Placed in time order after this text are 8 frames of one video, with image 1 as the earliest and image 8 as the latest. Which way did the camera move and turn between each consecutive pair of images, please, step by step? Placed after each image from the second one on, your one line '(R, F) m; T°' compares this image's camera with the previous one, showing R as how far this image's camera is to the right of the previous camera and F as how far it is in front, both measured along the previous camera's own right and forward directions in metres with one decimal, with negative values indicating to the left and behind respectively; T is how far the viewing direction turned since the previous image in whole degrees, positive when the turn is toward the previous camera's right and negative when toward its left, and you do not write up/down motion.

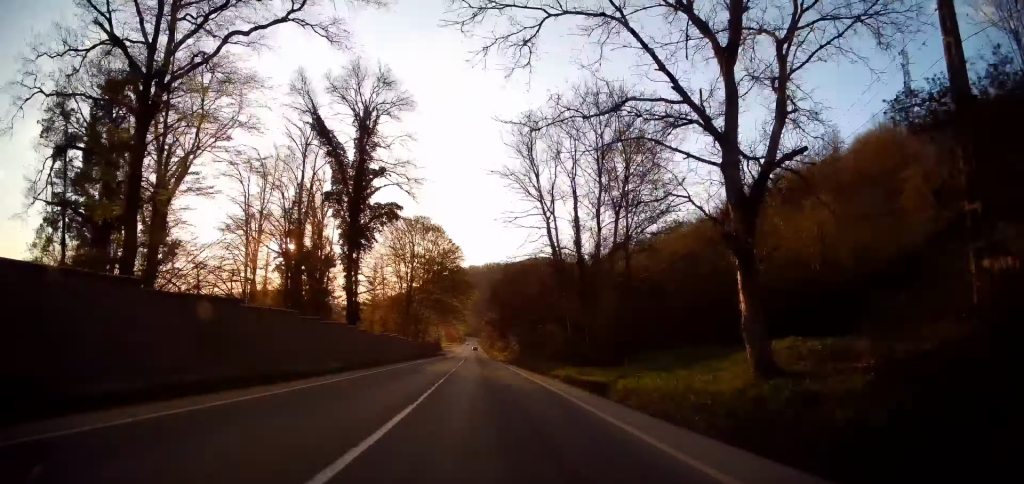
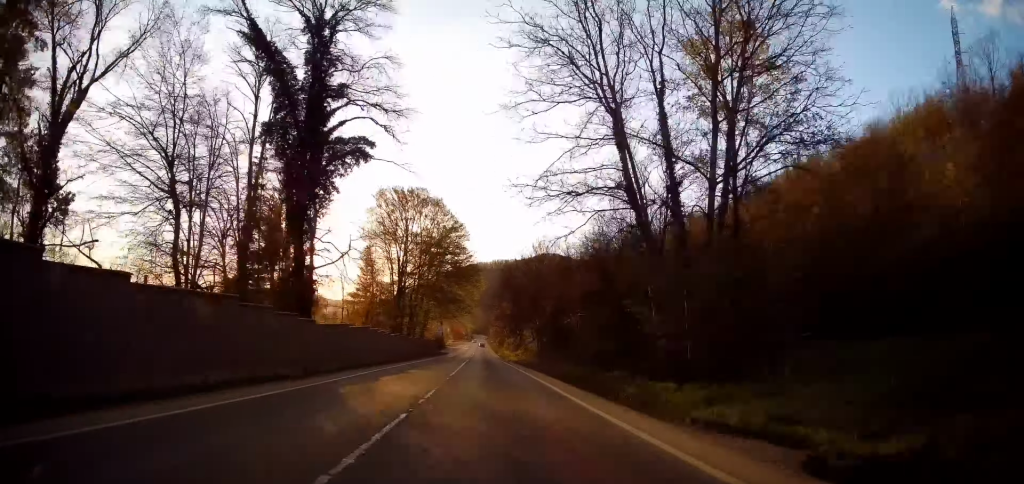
(-0.1, +15.7) m; -2°
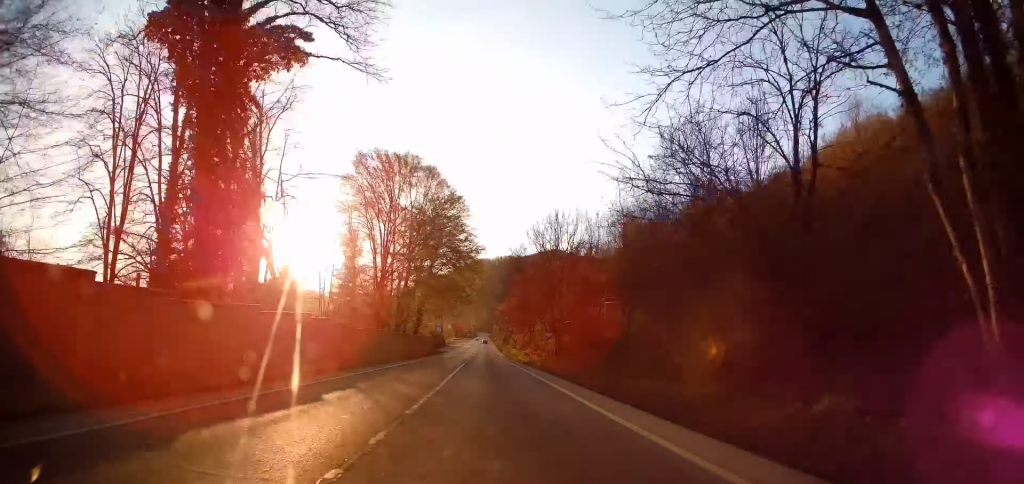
(-0.4, +13.0) m; -1°
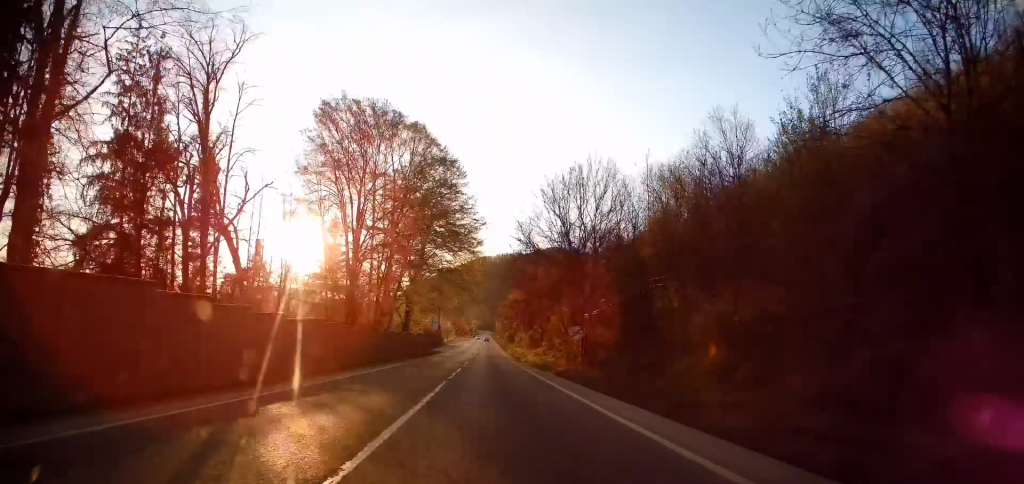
(0.0, +12.5) m; 0°
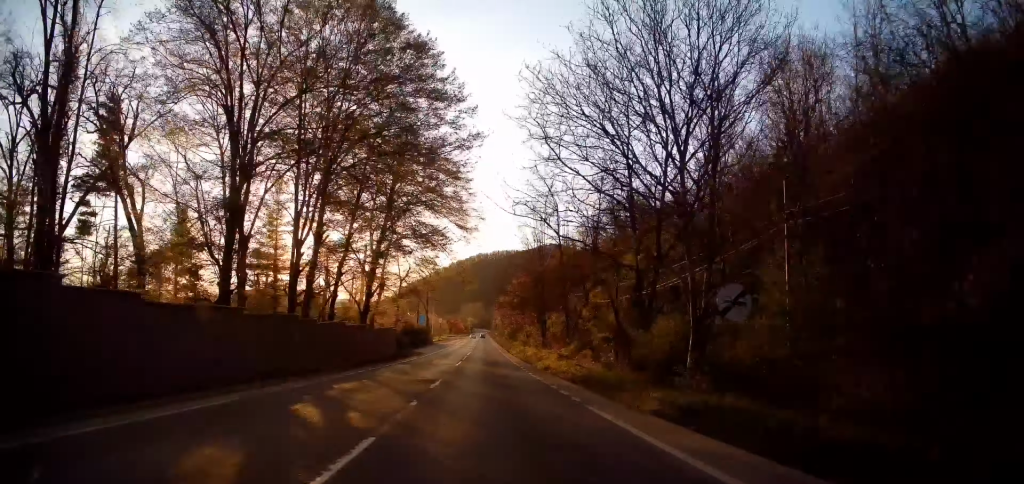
(+0.1, +20.9) m; 0°
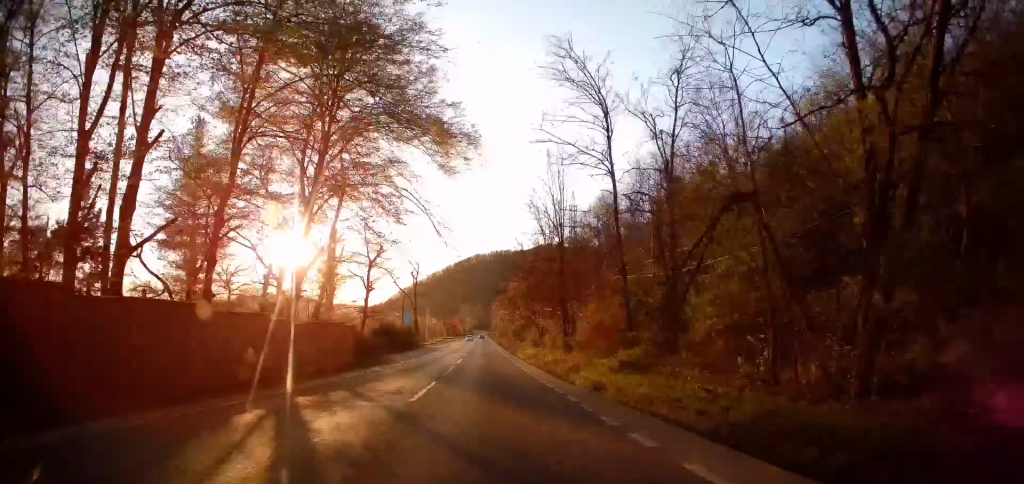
(-0.1, +17.5) m; -1°
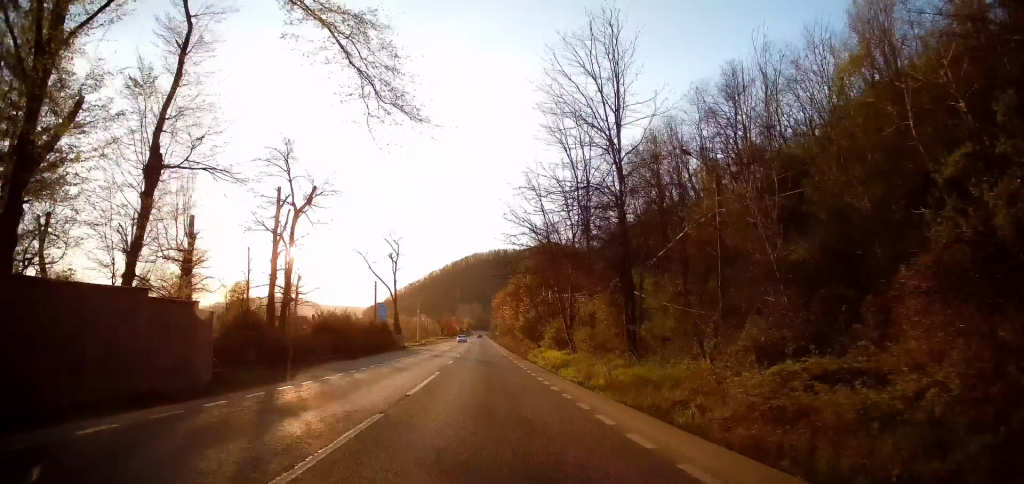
(-0.2, +20.1) m; 0°
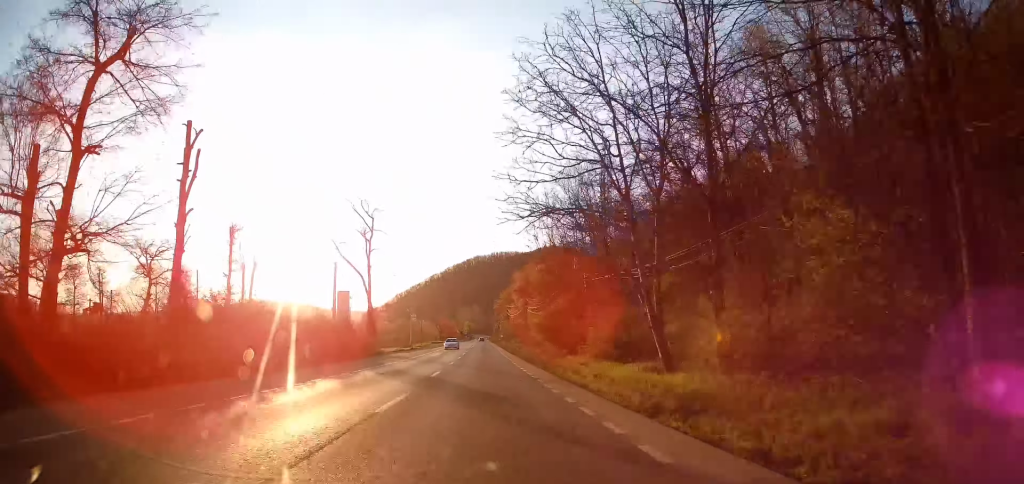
(+0.2, +18.7) m; +1°
